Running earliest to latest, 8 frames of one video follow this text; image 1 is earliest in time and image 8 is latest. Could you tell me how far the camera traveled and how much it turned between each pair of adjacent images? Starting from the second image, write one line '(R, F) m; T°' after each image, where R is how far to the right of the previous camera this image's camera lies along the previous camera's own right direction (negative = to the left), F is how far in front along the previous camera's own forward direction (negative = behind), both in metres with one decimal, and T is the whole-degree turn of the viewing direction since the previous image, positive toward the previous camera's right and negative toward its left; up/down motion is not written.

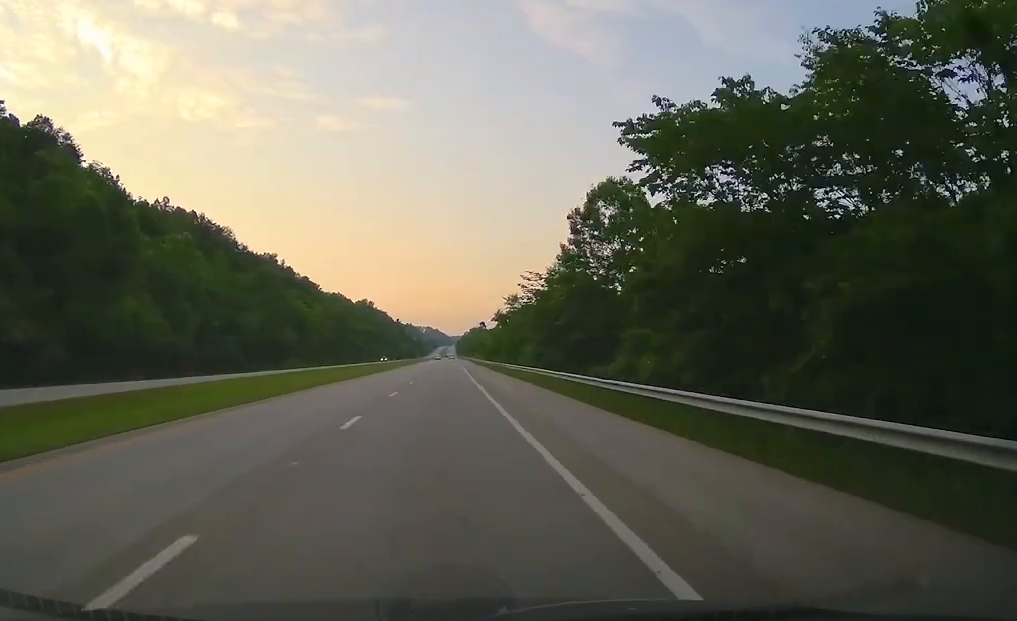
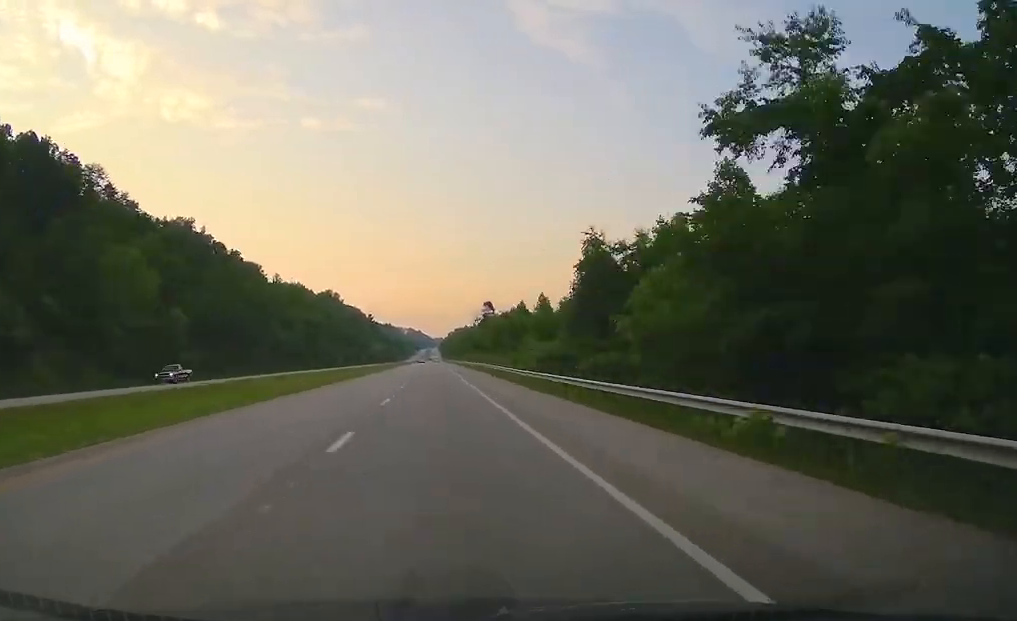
(+0.2, +73.2) m; 0°
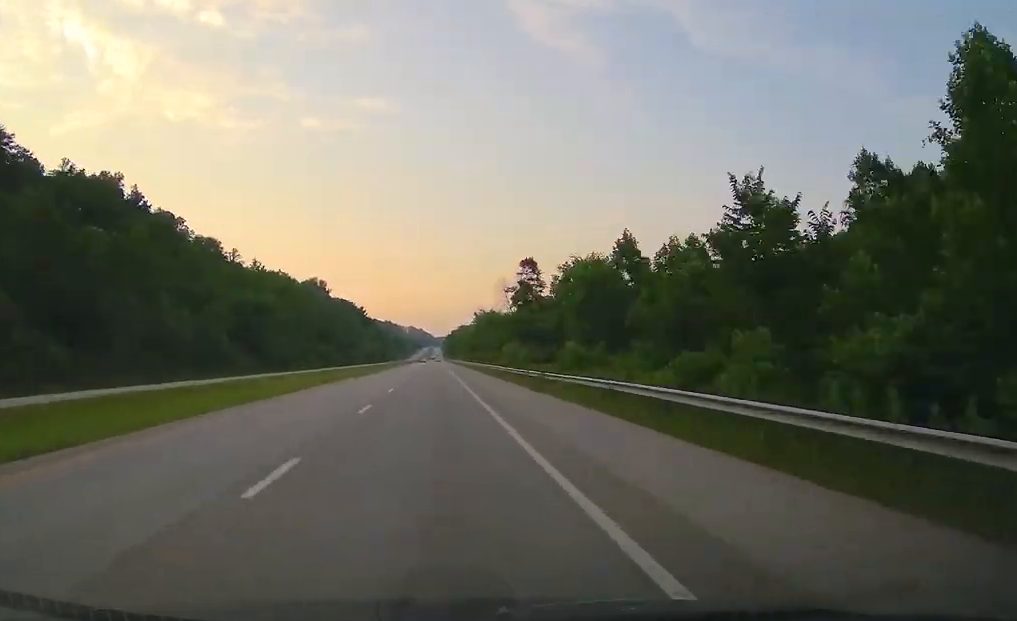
(-0.1, +52.8) m; 0°
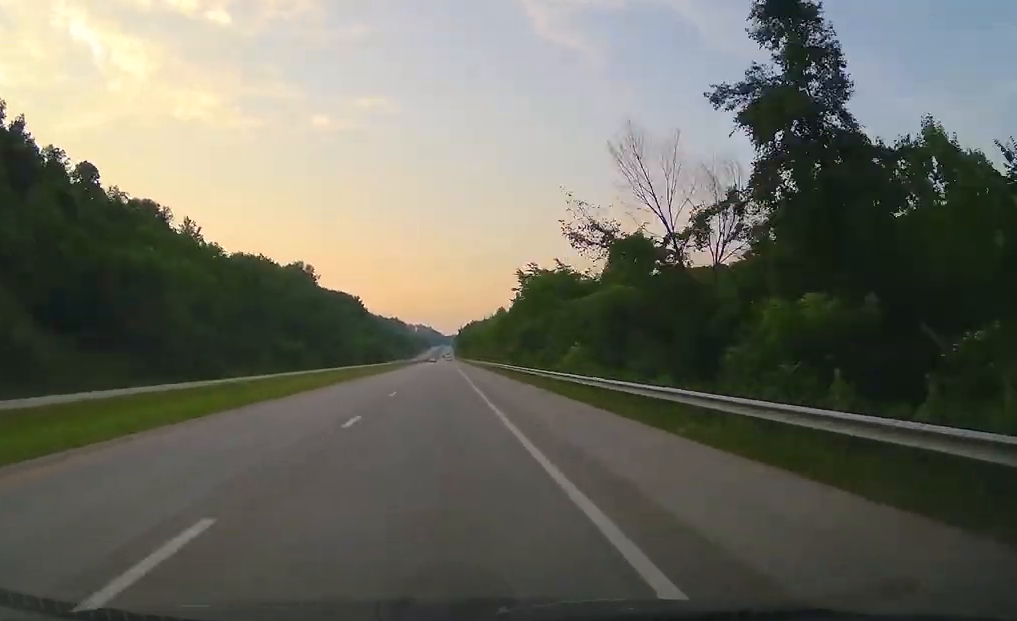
(-0.2, +53.7) m; 0°
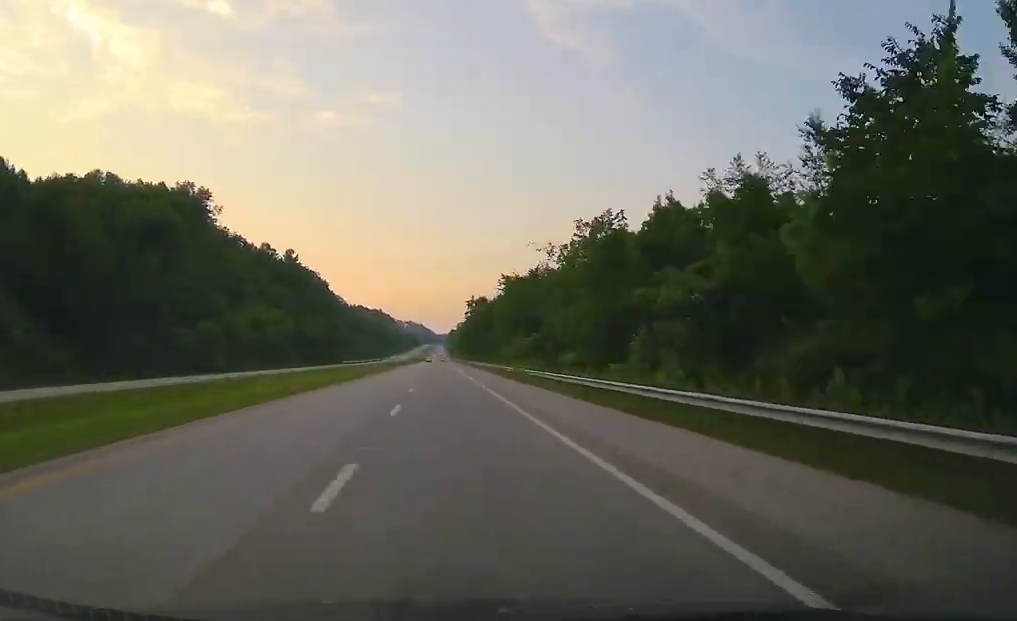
(+0.2, +127.7) m; 0°
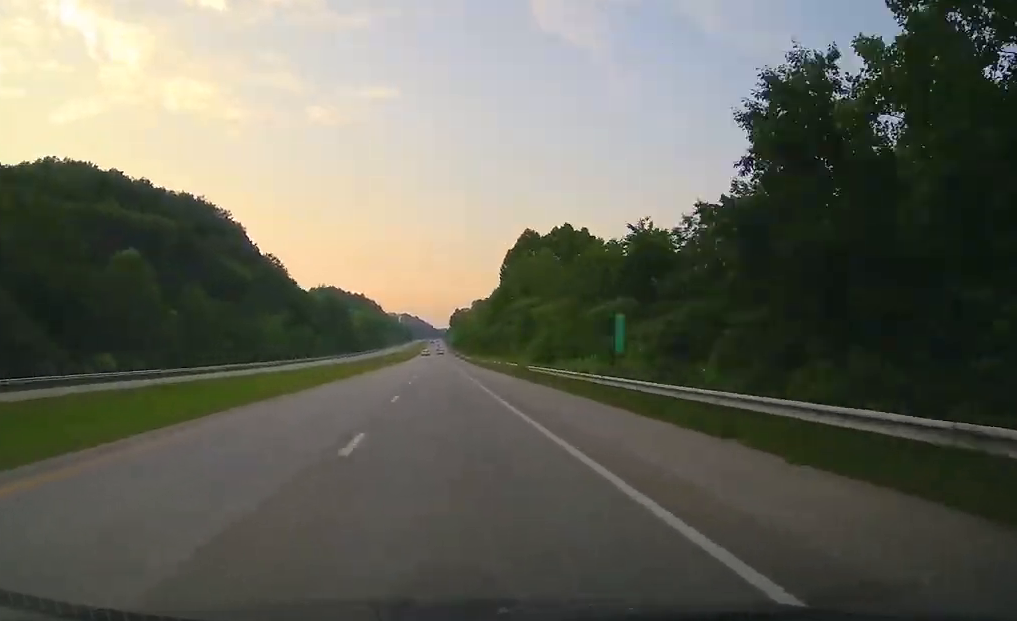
(+0.2, +165.0) m; 0°
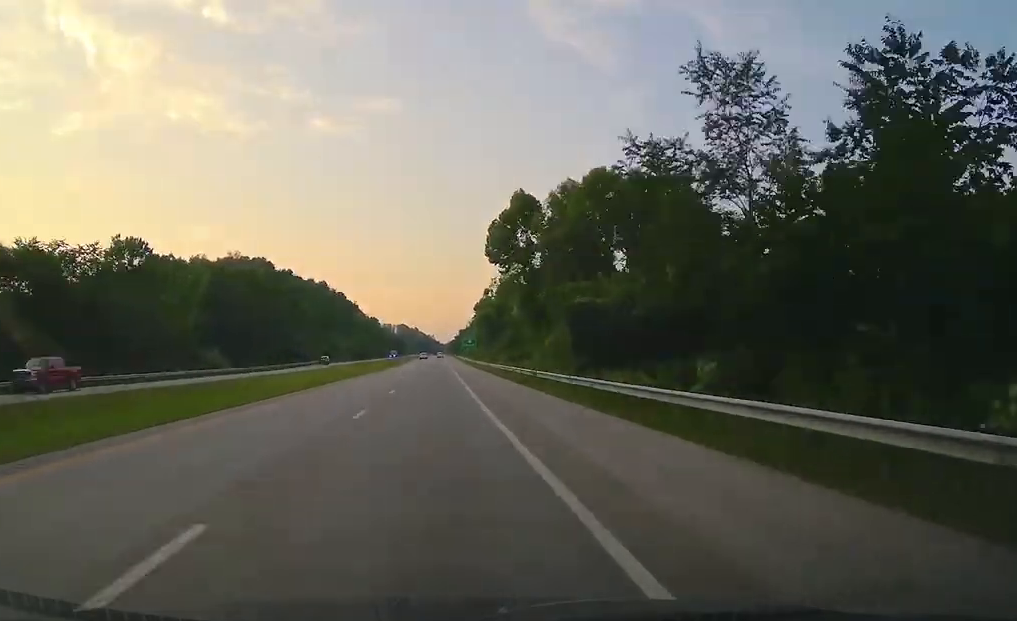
(-0.9, +226.9) m; 0°
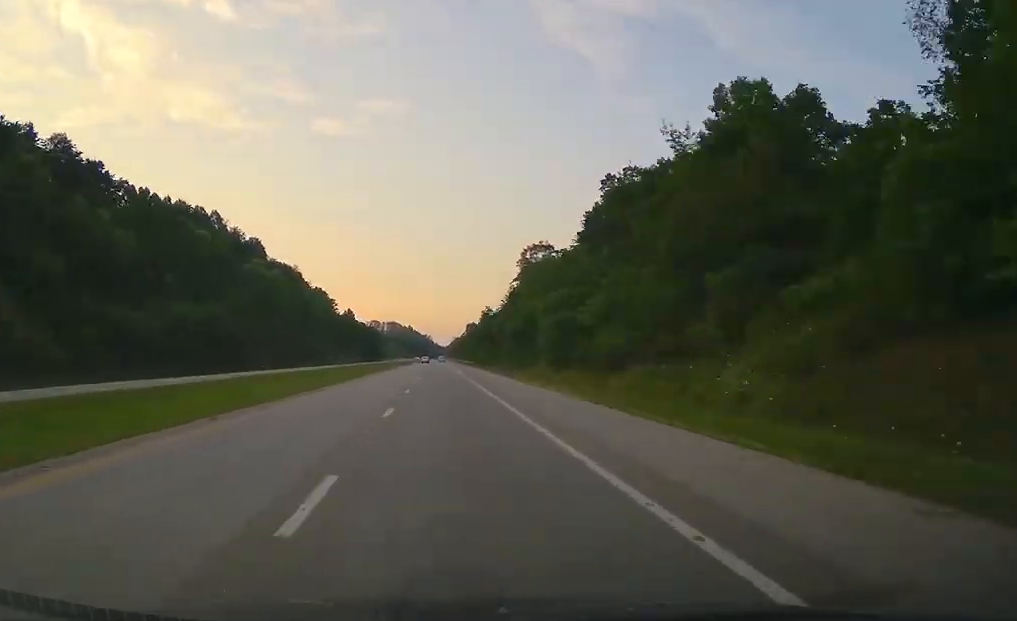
(+0.3, +213.4) m; 0°
